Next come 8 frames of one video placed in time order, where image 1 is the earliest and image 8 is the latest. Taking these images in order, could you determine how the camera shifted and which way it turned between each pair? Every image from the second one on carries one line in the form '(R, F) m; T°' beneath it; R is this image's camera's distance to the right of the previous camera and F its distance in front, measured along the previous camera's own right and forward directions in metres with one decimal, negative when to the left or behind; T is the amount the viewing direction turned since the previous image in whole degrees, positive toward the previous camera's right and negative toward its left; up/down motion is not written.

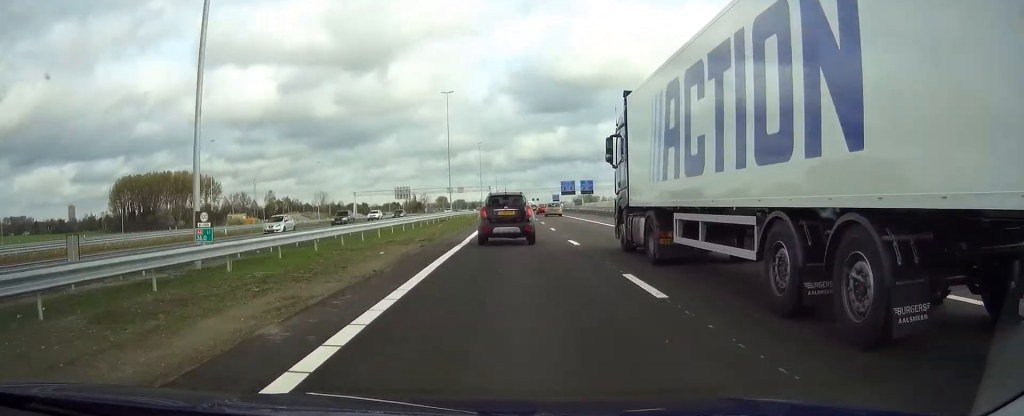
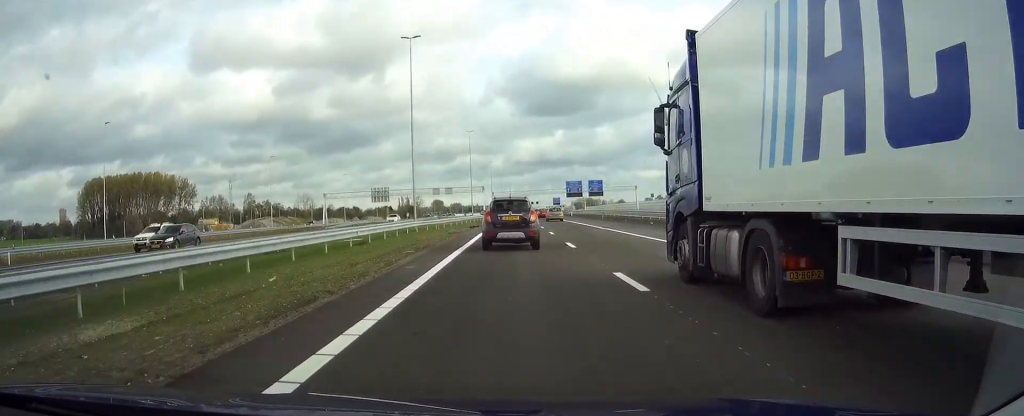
(0.0, +35.1) m; 0°
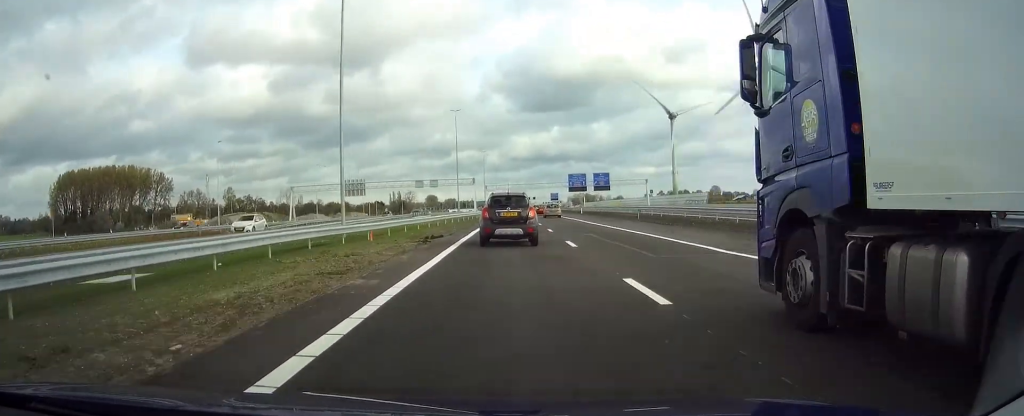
(+0.1, +26.0) m; 0°
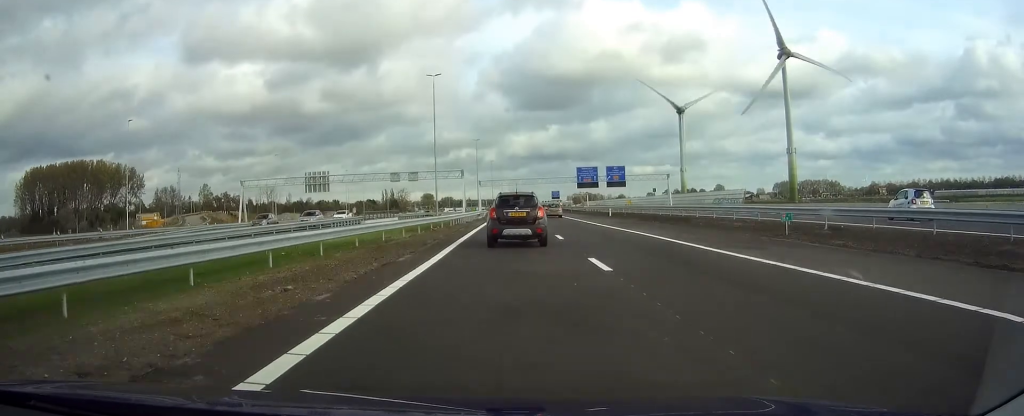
(+0.2, +31.6) m; 0°
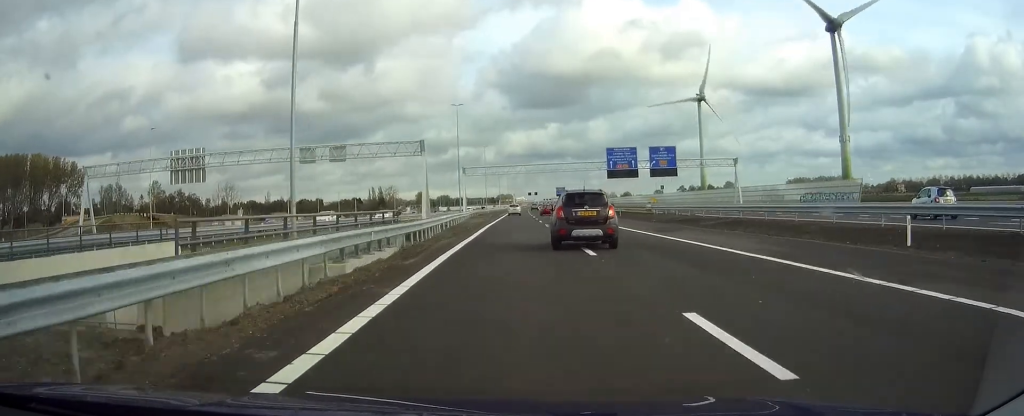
(-0.2, +56.6) m; 0°
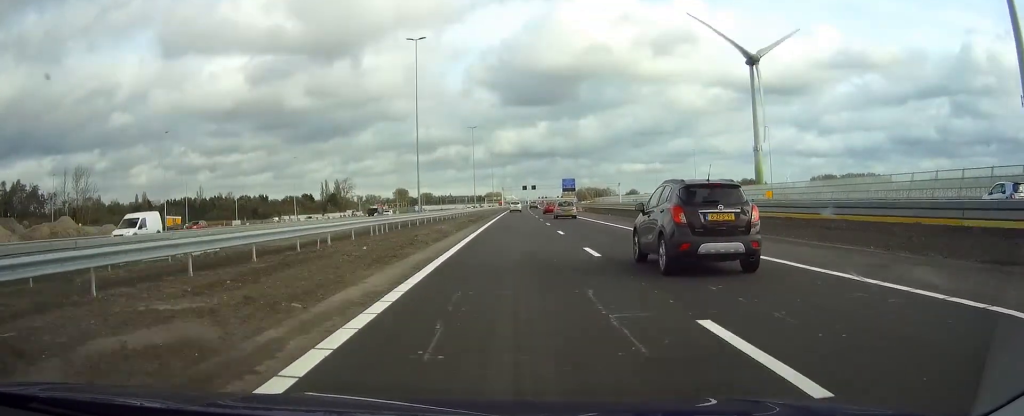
(+1.4, +119.6) m; +1°
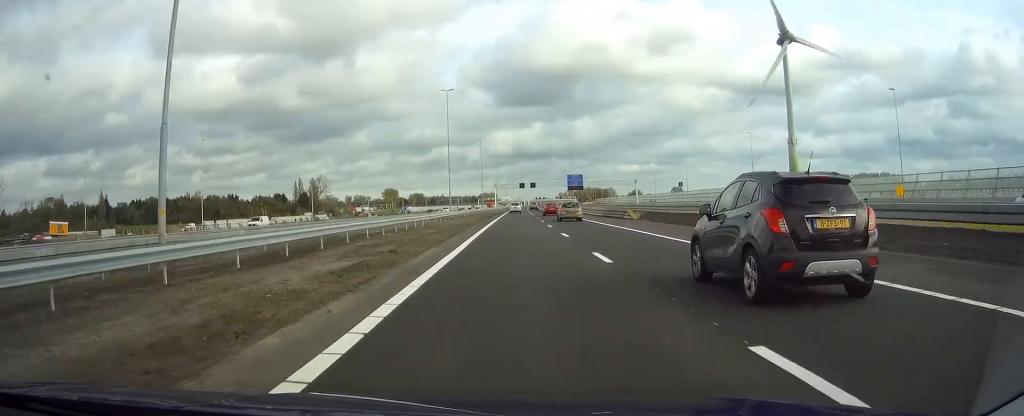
(+0.5, +49.0) m; 0°
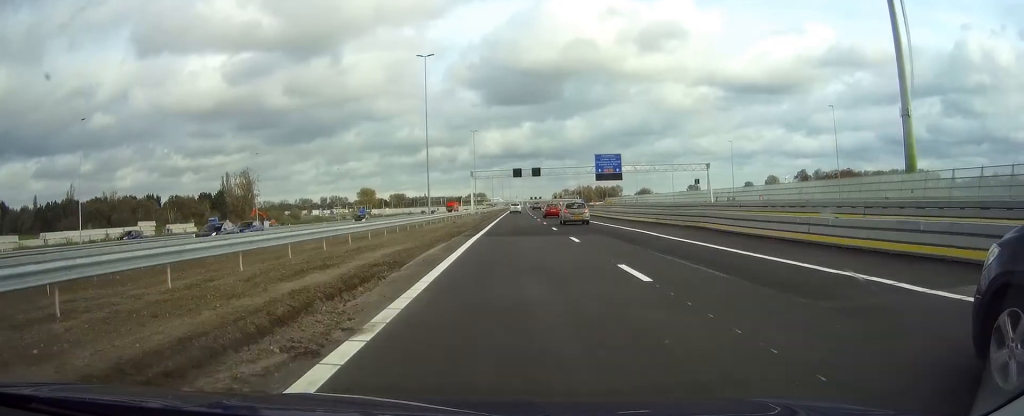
(+0.2, +98.6) m; +1°
